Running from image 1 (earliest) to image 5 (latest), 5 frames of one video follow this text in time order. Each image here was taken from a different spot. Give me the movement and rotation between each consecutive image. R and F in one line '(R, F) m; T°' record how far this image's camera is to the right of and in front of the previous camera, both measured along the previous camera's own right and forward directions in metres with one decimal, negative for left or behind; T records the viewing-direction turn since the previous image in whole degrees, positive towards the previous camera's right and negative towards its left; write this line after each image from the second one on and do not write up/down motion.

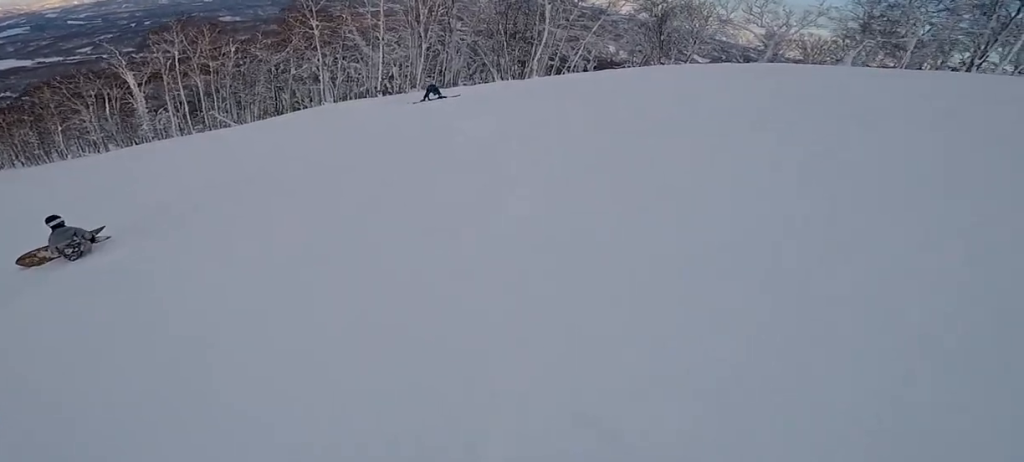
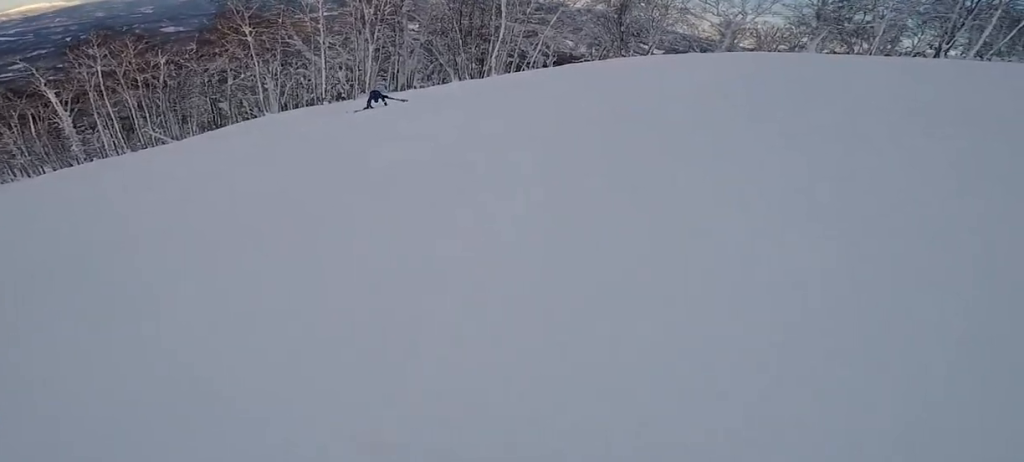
(+0.2, +2.2) m; +4°
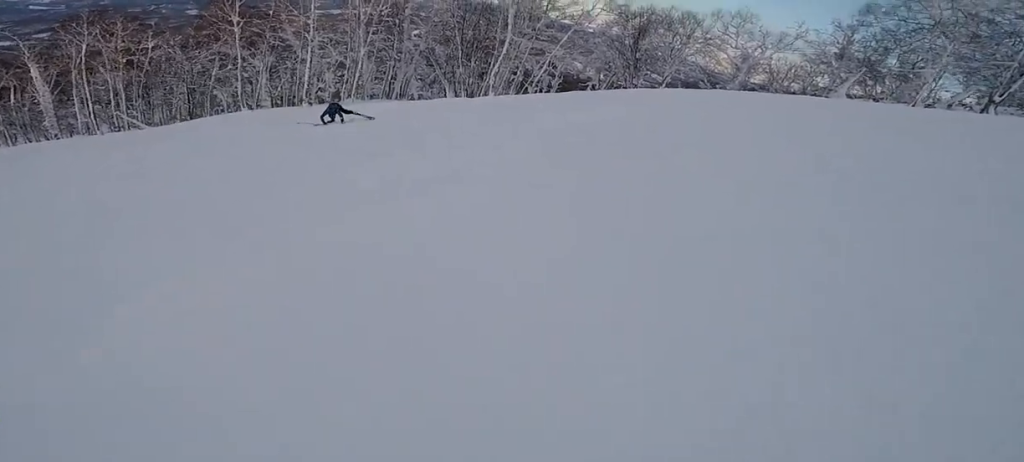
(-0.1, +4.5) m; -6°
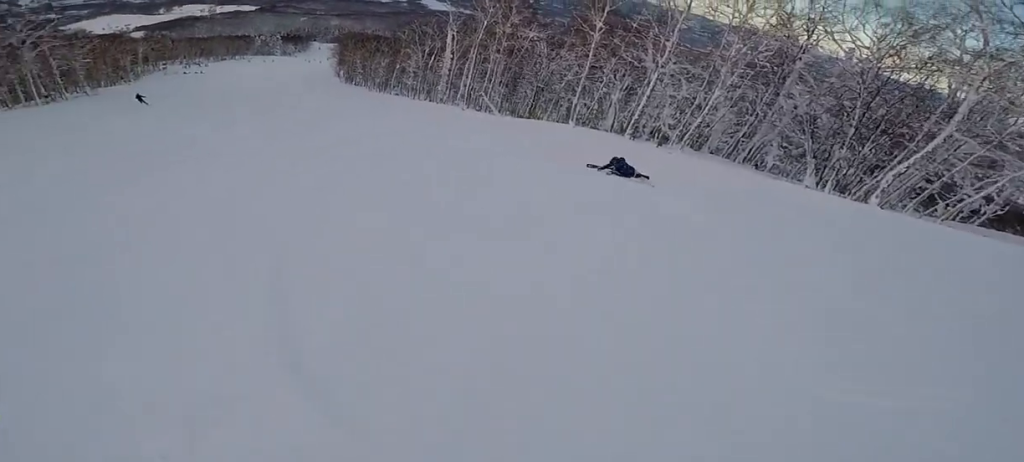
(-0.2, +6.3) m; -15°
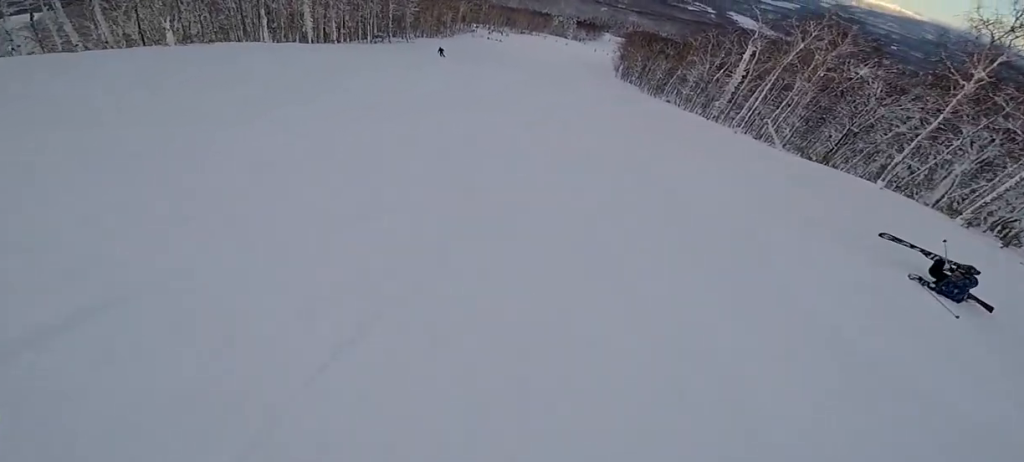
(-0.6, +3.2) m; -26°
